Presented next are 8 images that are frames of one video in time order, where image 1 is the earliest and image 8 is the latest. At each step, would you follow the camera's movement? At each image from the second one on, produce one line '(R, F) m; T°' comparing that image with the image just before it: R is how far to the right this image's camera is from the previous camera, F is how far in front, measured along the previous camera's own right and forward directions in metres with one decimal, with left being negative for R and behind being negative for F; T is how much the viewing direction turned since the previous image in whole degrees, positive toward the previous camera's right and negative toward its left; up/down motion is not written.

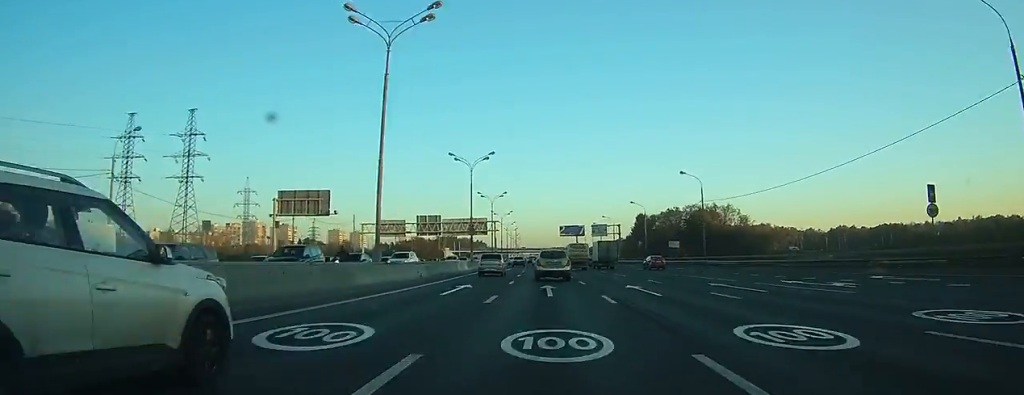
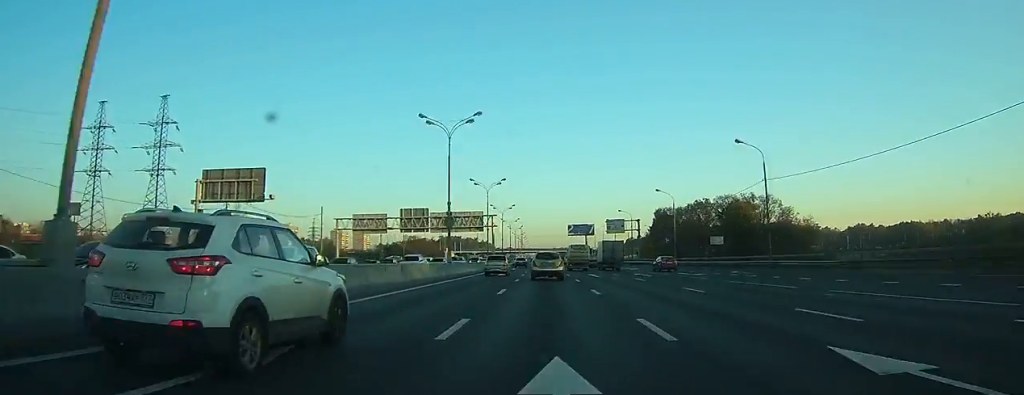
(0.0, +21.5) m; -1°
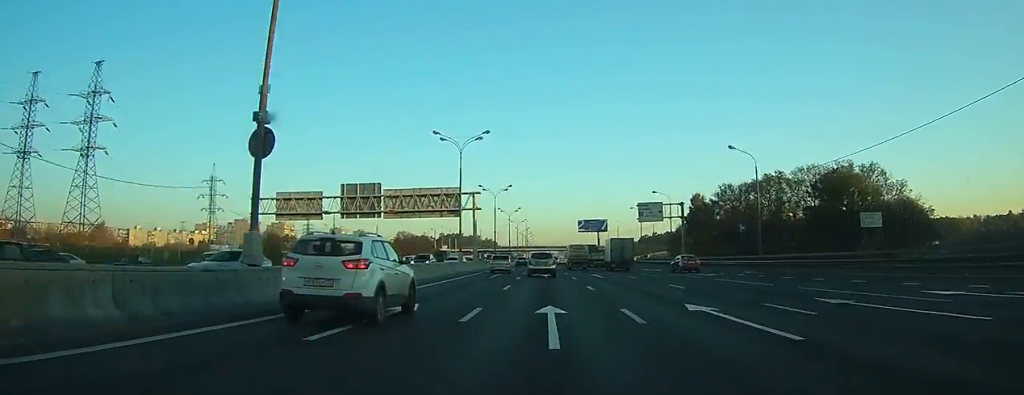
(-0.4, +34.3) m; -1°
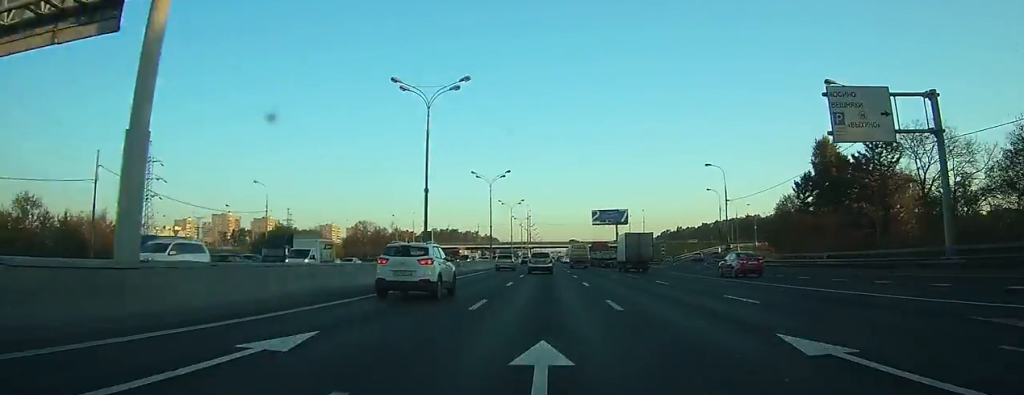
(-0.5, +54.7) m; -1°
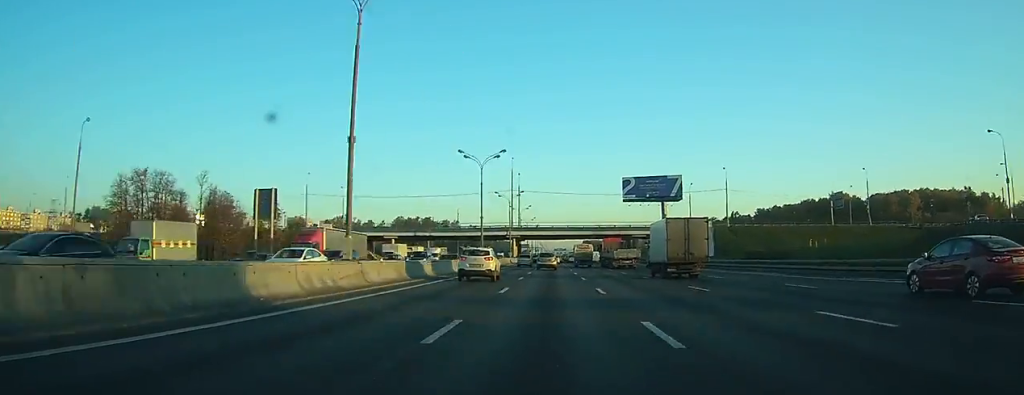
(-0.1, +103.9) m; 0°
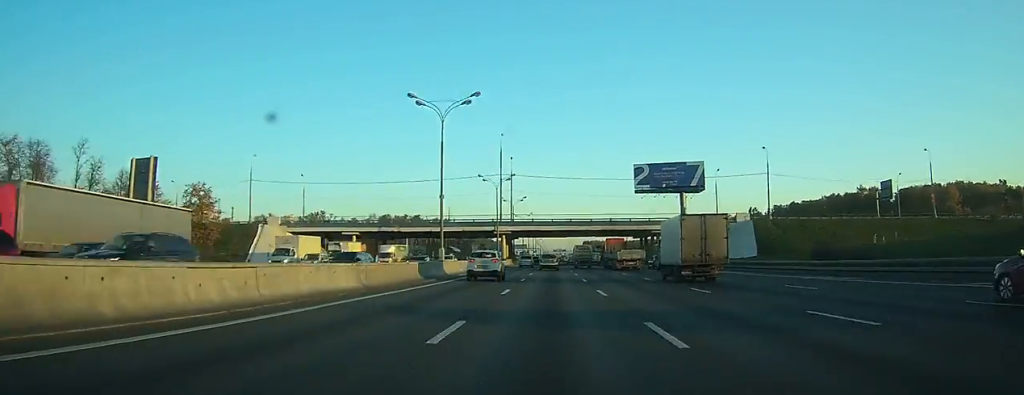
(0.0, +24.1) m; 0°
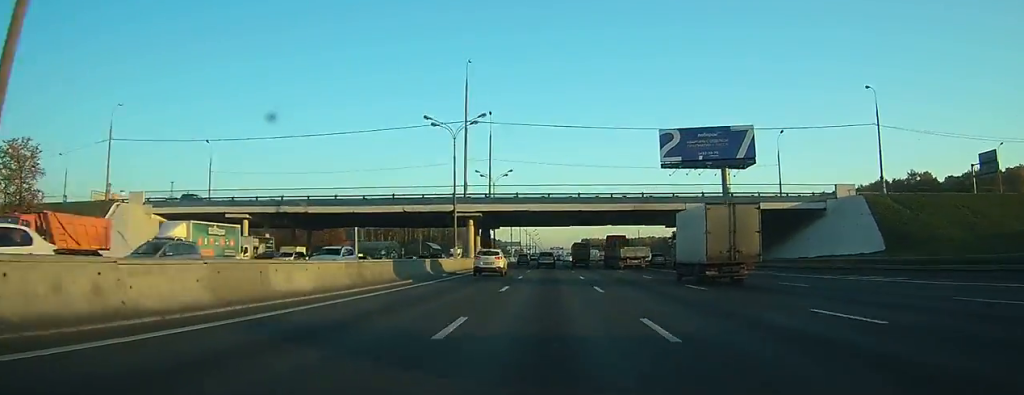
(0.0, +34.6) m; 0°
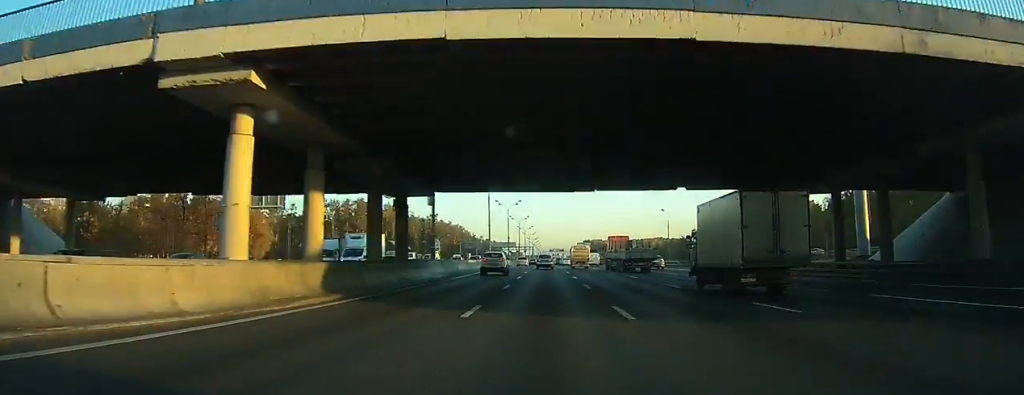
(0.0, +41.8) m; 0°
